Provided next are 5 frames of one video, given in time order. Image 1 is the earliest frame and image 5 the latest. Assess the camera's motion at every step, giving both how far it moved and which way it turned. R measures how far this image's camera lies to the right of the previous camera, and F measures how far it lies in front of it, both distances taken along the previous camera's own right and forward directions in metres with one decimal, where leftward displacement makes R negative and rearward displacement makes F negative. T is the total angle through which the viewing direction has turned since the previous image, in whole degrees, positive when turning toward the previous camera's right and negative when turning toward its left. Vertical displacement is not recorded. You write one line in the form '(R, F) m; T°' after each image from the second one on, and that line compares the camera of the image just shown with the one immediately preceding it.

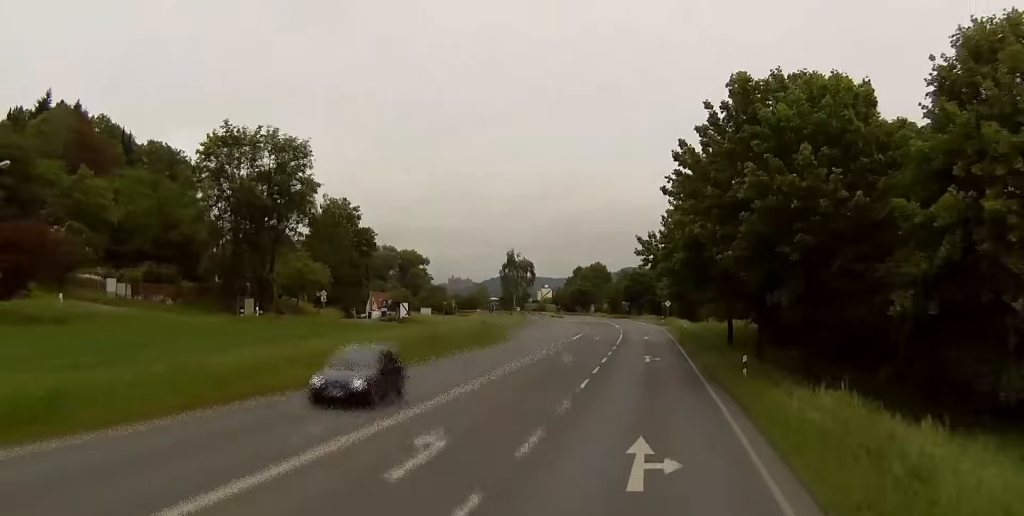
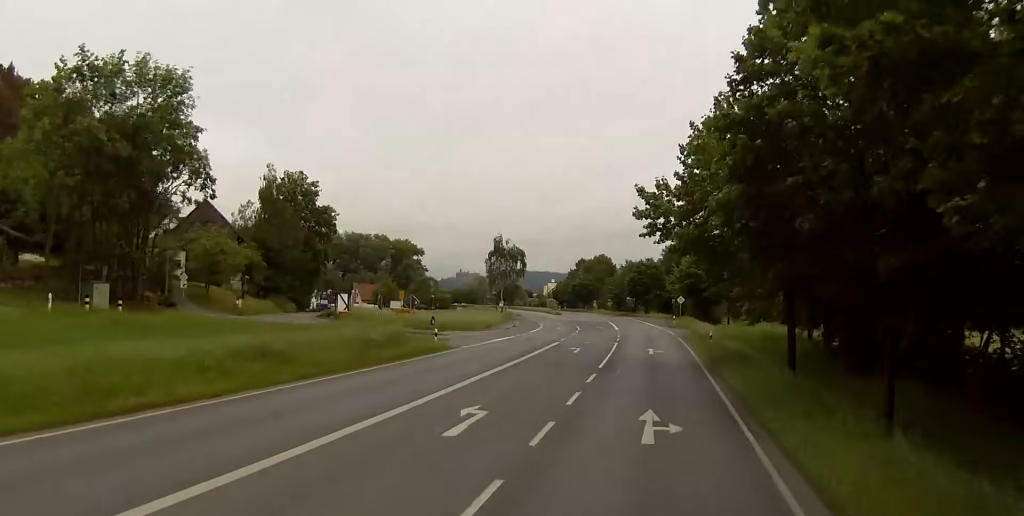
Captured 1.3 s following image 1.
(+0.3, +23.2) m; 0°
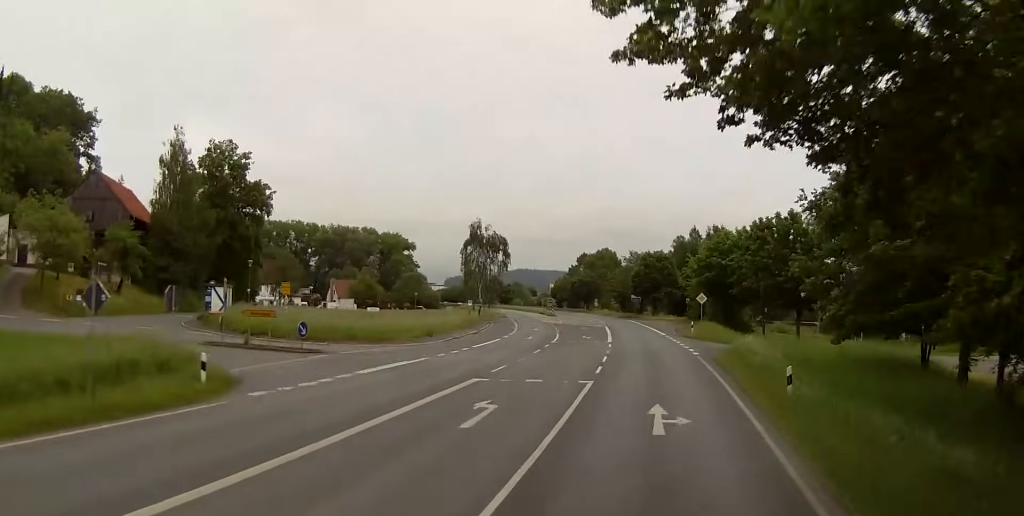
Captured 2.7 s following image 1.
(-0.5, +25.6) m; -2°
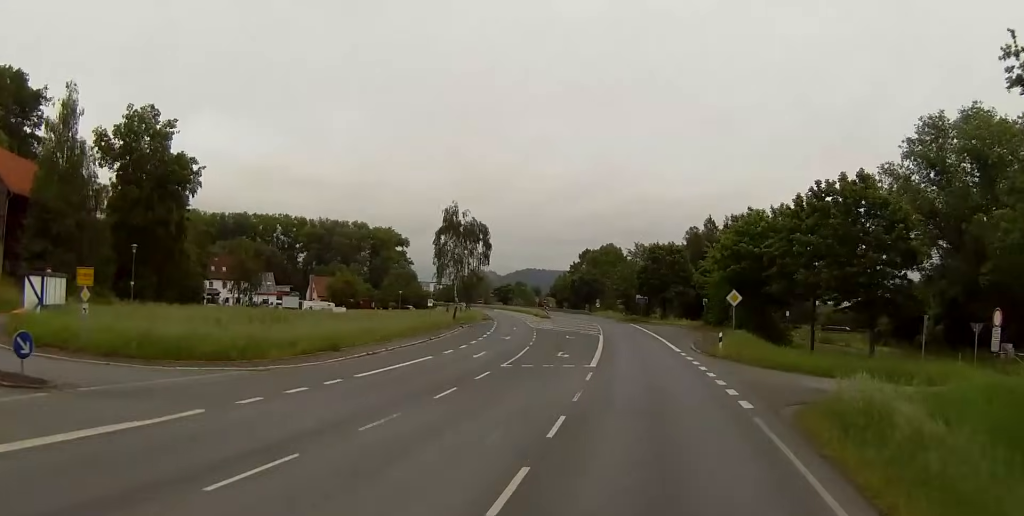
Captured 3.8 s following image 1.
(-0.2, +20.1) m; 0°
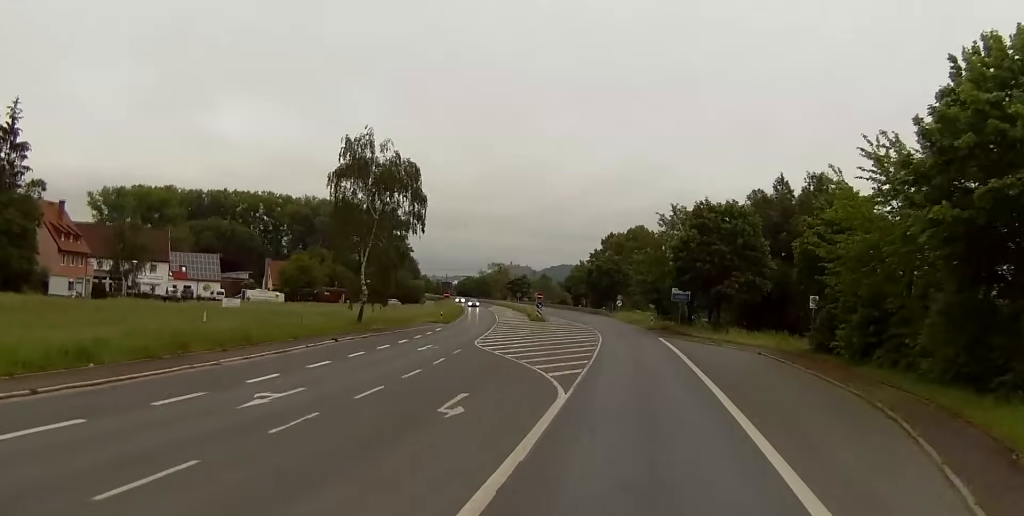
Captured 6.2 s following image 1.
(+0.2, +43.9) m; -1°
